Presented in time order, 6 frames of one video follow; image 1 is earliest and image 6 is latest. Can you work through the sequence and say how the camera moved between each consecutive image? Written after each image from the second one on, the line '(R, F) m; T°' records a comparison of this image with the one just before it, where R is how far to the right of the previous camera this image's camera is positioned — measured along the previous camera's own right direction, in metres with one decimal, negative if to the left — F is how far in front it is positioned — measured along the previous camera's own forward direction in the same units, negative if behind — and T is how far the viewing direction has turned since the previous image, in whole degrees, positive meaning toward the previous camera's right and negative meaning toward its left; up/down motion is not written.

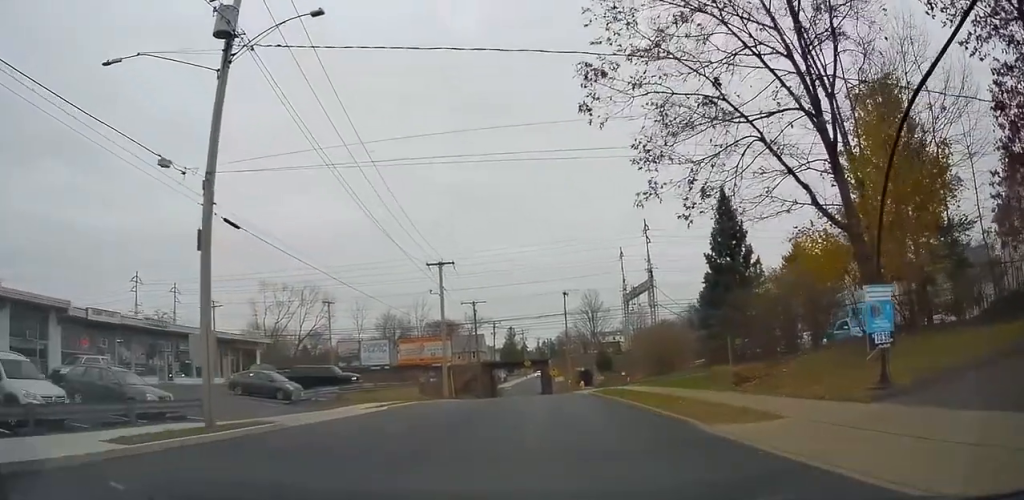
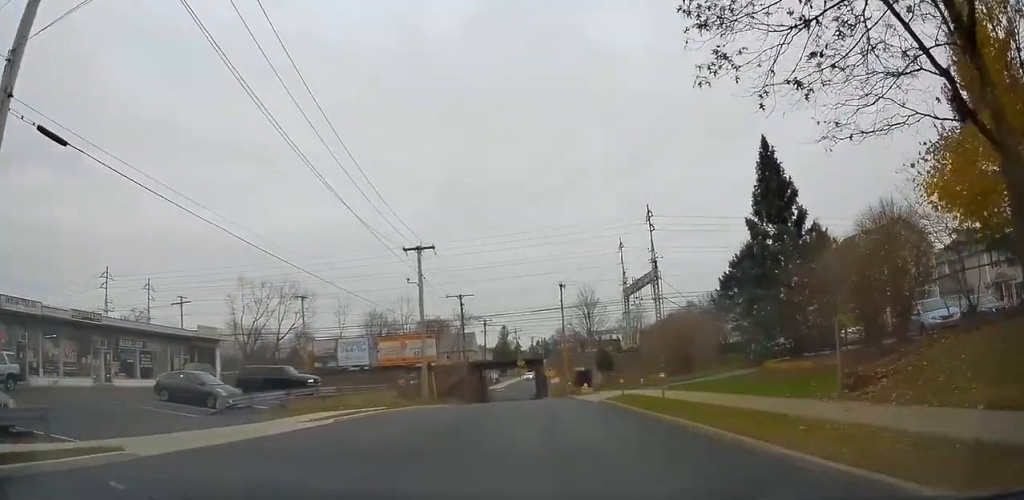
(0.0, +7.2) m; +2°
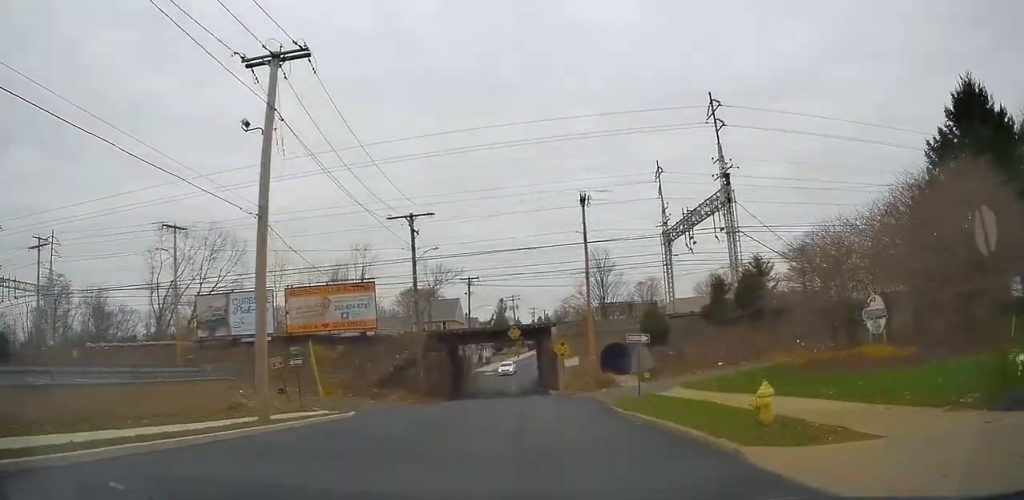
(+0.8, +27.8) m; 0°
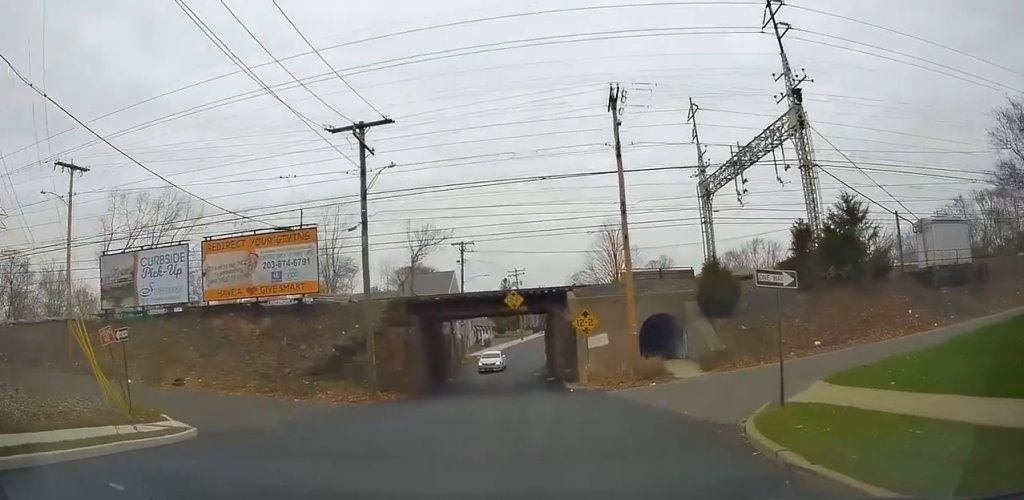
(-0.4, +13.5) m; -2°
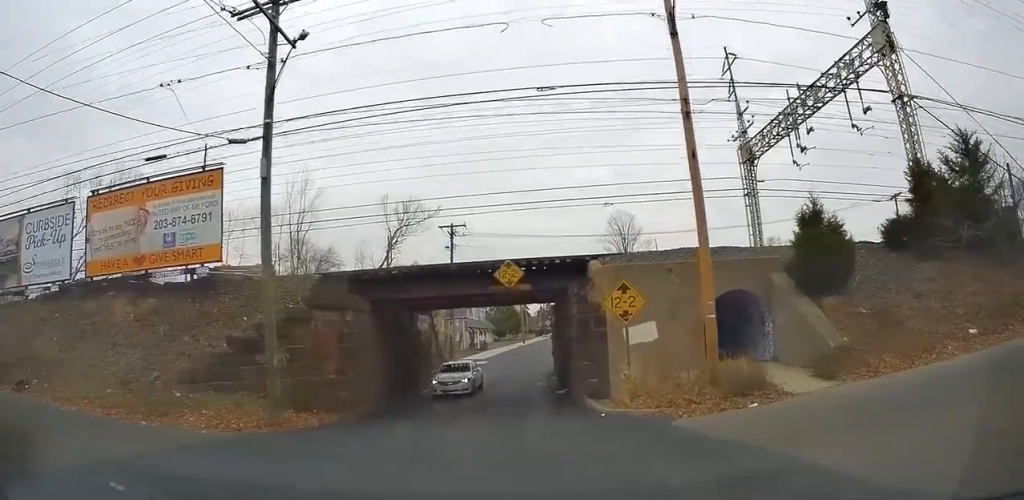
(0.0, +11.2) m; -1°
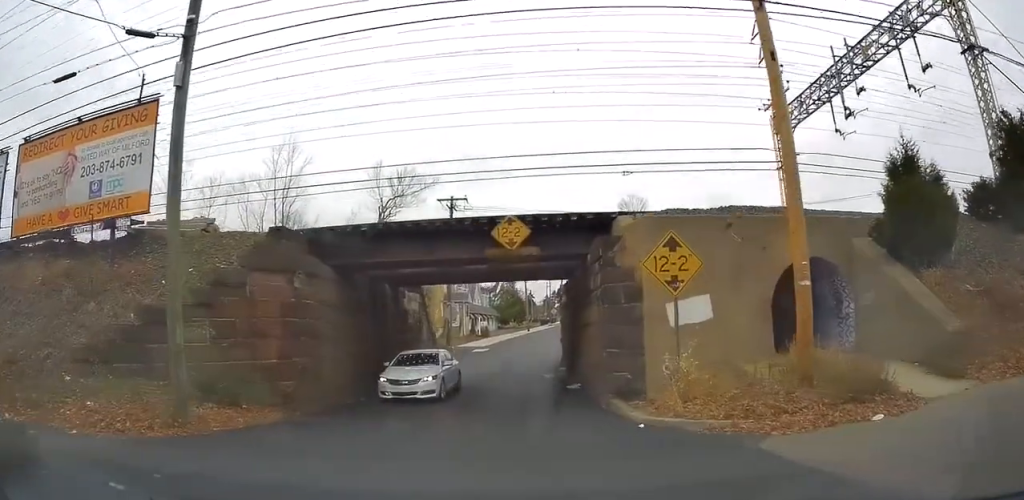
(+0.1, +5.1) m; -1°
